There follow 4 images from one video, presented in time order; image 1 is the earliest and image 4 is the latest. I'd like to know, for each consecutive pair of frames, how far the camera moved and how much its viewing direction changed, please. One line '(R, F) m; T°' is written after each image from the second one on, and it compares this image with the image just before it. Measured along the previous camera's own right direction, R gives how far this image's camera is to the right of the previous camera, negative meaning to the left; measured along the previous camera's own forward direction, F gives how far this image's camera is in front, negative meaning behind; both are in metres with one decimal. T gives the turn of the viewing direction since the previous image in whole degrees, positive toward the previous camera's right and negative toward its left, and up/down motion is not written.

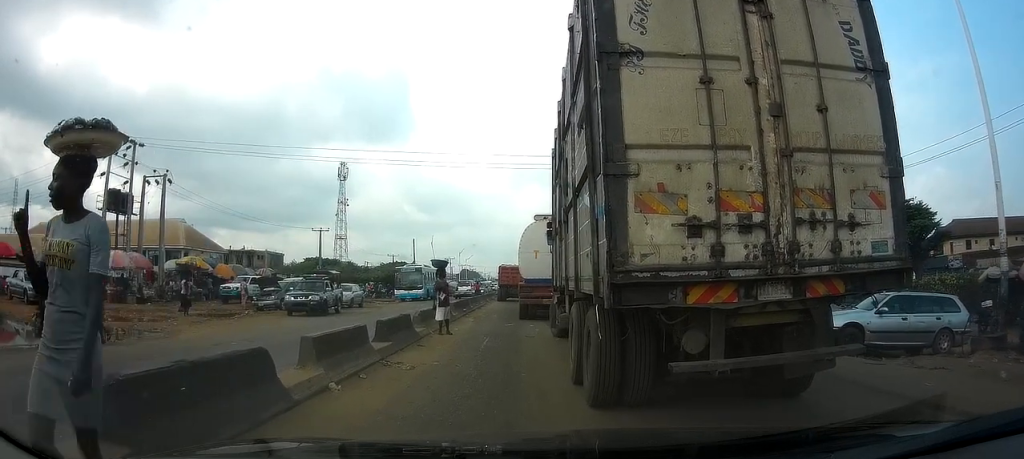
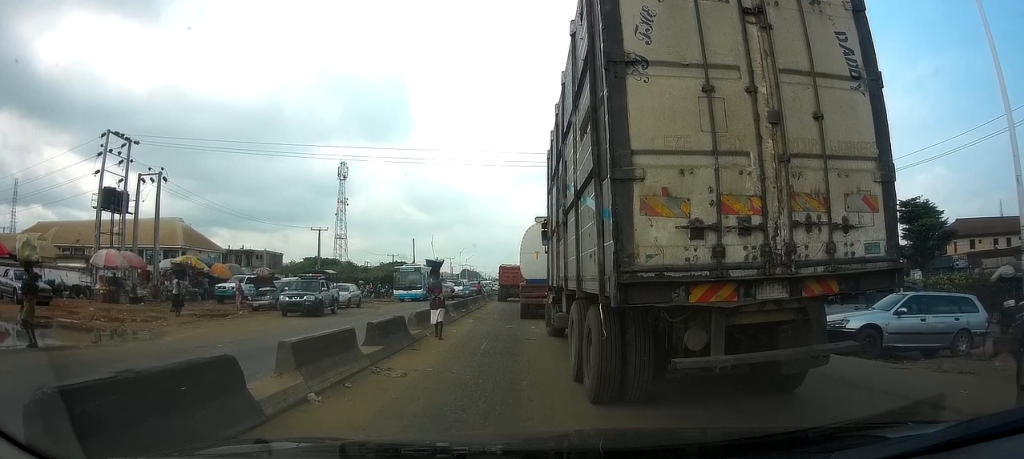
(-0.2, +0.9) m; 0°
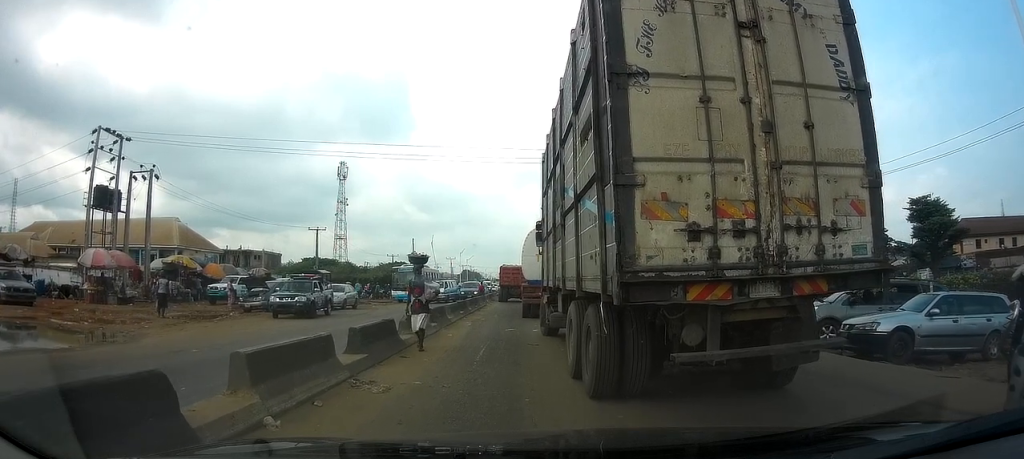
(-0.2, +1.2) m; 0°
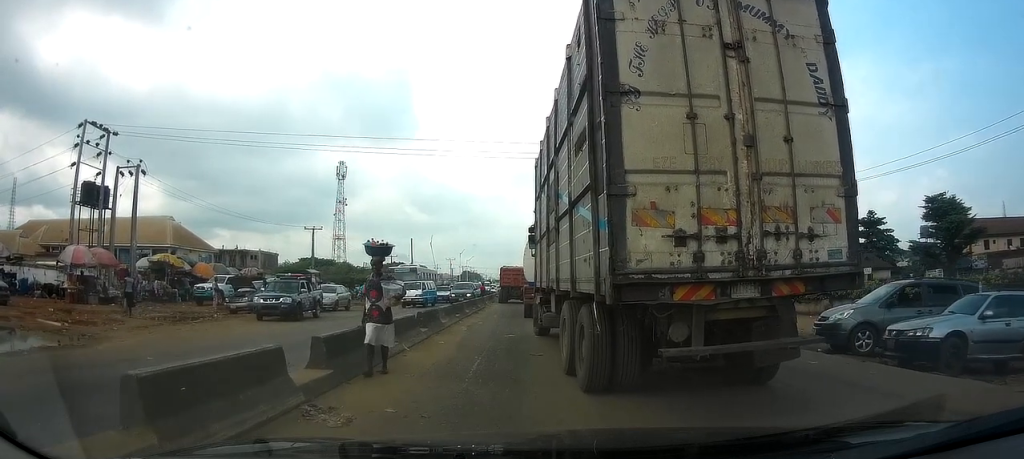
(-0.2, +1.7) m; 0°
